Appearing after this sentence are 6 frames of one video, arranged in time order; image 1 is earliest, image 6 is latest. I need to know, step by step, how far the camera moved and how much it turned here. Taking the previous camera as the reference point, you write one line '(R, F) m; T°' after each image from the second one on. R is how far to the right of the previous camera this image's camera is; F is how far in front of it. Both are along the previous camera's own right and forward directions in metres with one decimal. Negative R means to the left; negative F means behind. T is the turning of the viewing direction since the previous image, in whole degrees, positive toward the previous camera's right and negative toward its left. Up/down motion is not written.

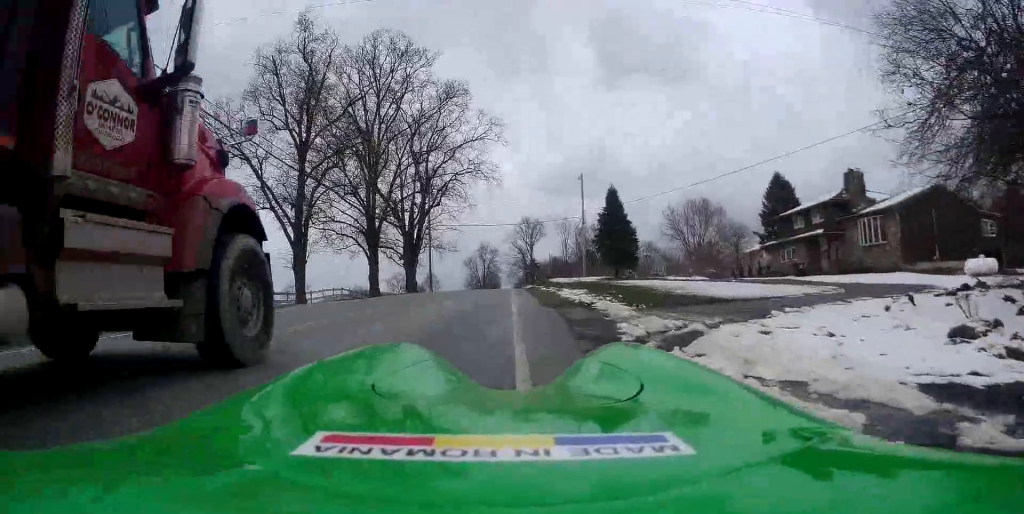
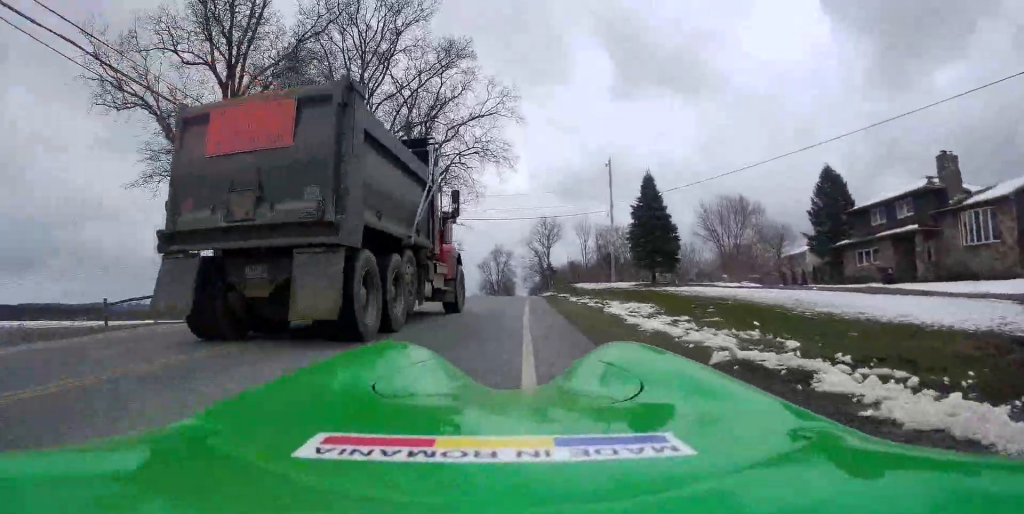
(+1.2, +9.9) m; -3°
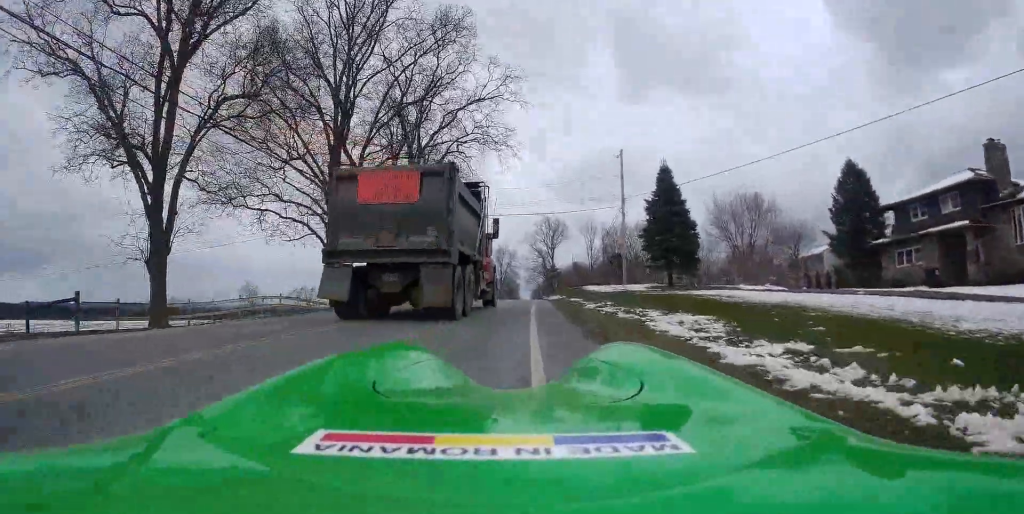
(0.0, +4.4) m; -5°
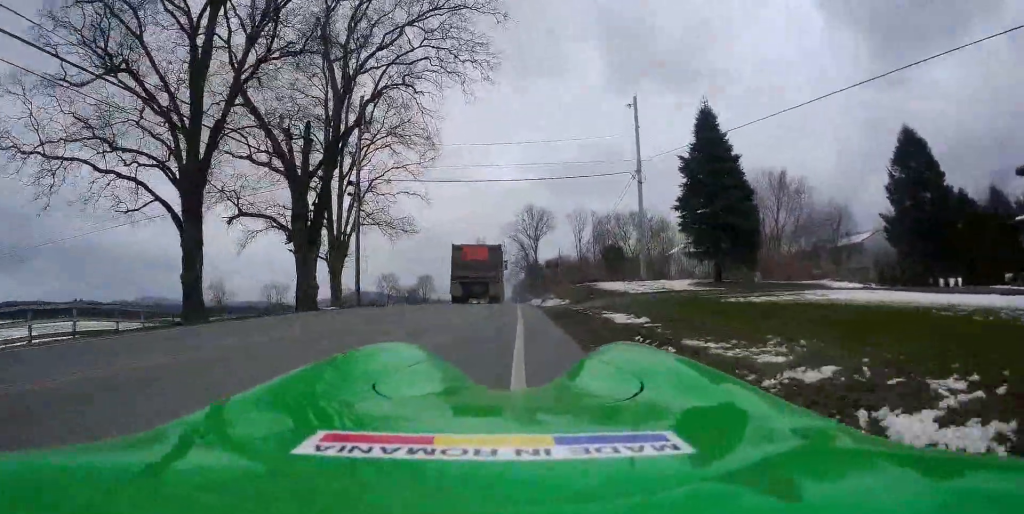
(-0.8, +14.3) m; -6°
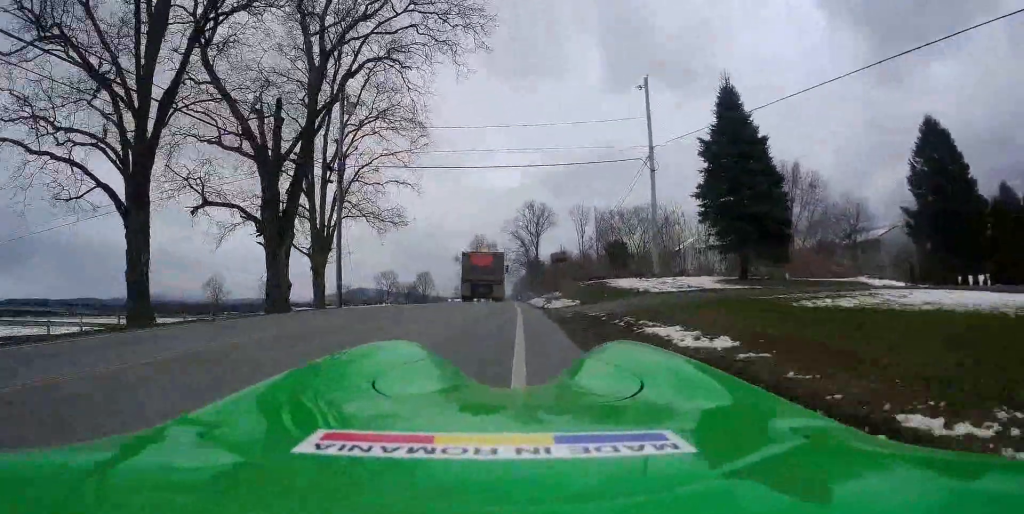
(-1.0, +3.3) m; -4°
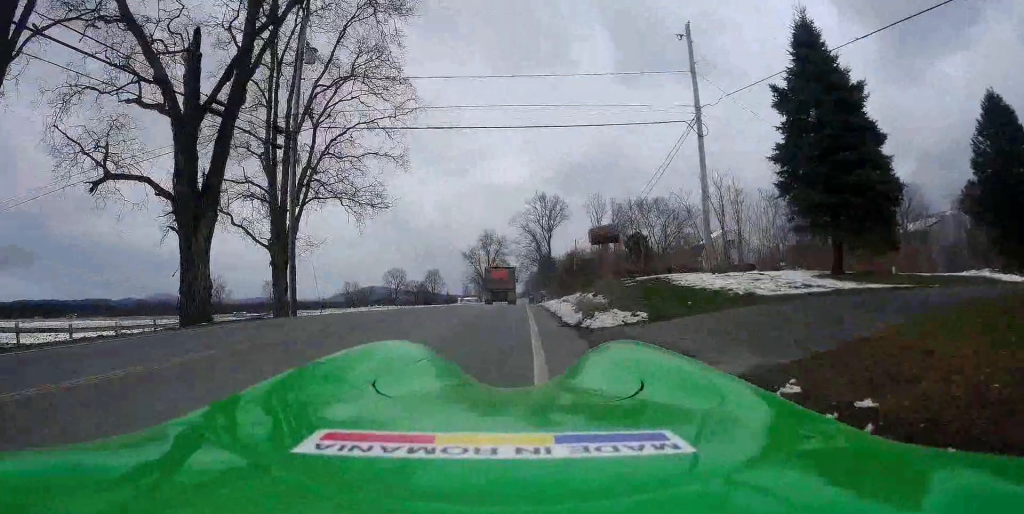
(-0.5, +7.3) m; +2°
